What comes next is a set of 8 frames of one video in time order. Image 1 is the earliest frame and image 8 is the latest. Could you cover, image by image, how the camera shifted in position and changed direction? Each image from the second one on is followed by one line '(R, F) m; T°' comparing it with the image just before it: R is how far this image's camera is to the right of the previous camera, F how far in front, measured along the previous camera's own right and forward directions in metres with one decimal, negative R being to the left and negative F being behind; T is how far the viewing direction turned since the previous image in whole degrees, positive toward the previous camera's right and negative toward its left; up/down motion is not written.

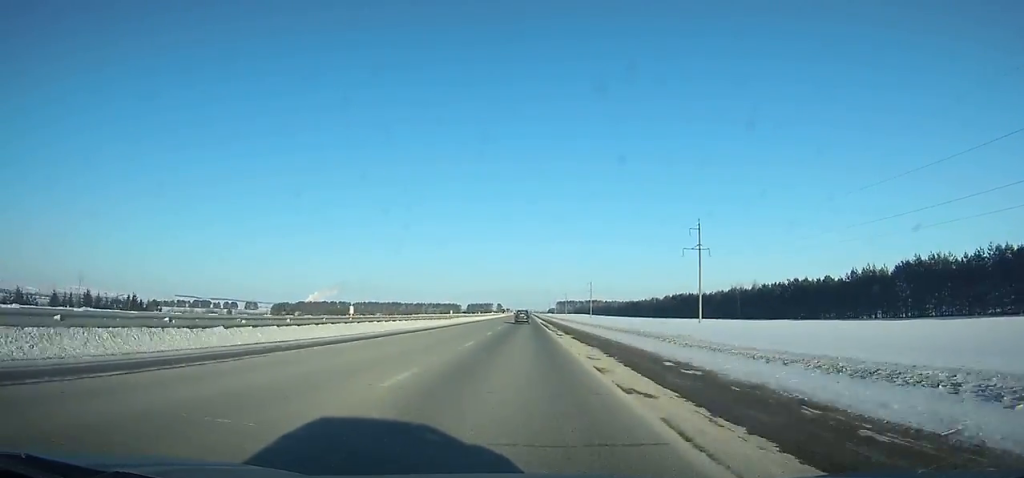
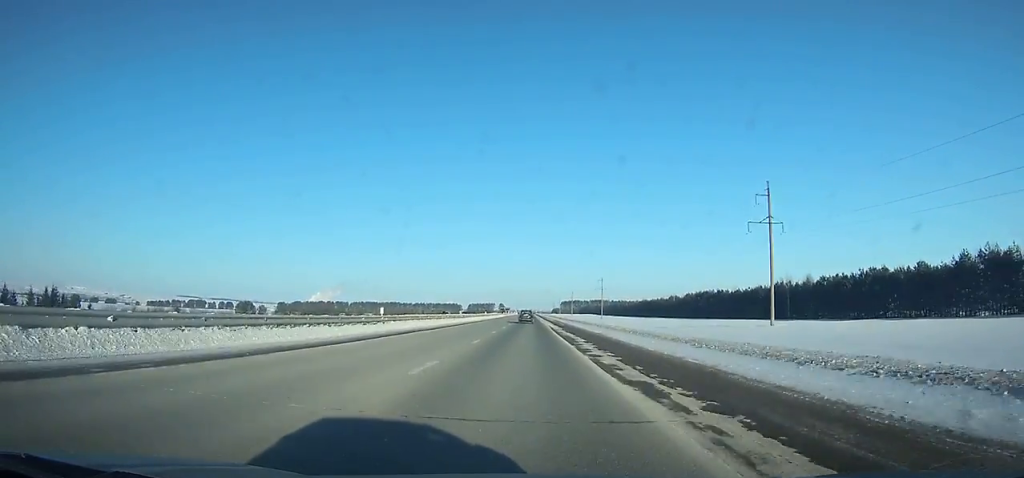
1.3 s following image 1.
(+0.2, +35.2) m; 0°
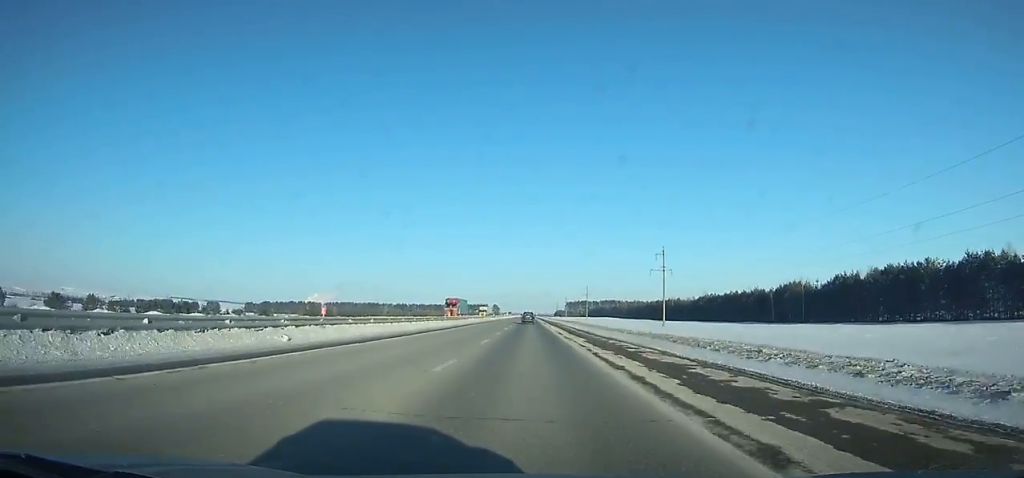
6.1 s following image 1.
(-0.2, +130.8) m; 0°
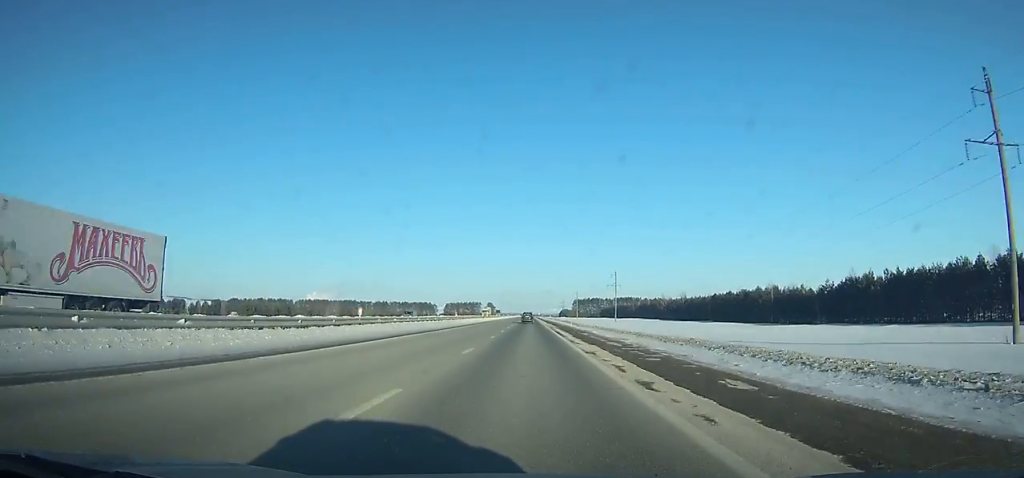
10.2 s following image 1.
(-0.2, +113.3) m; 0°
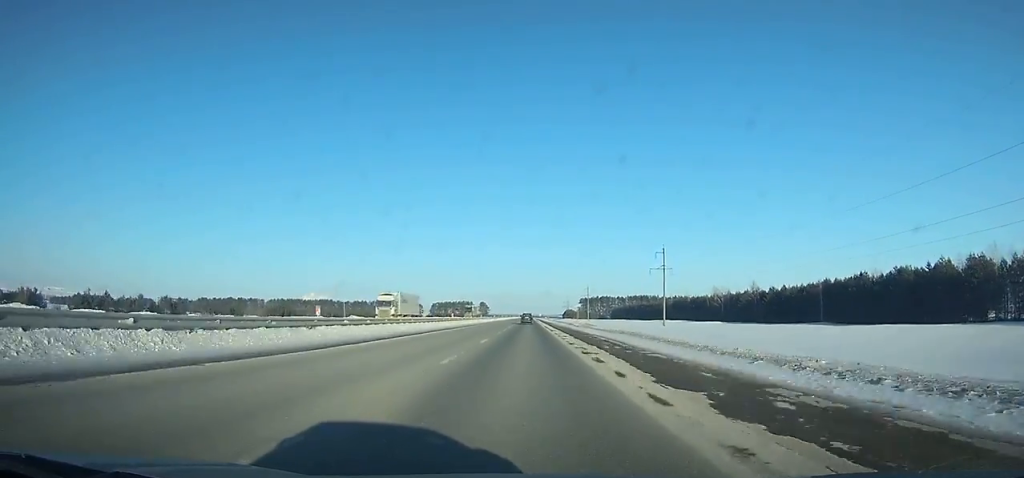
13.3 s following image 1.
(+0.1, +86.8) m; 0°
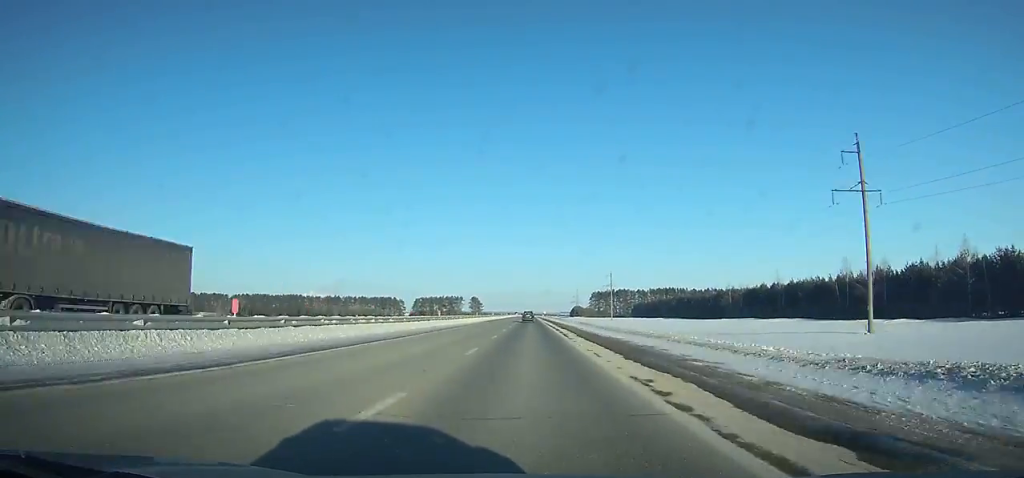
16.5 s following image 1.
(-0.2, +89.9) m; 0°
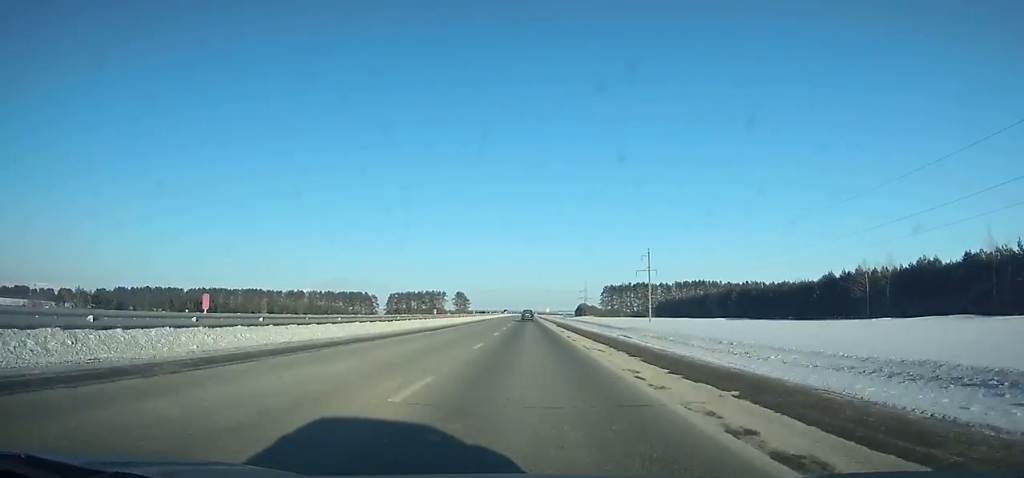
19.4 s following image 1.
(+0.2, +81.1) m; 0°
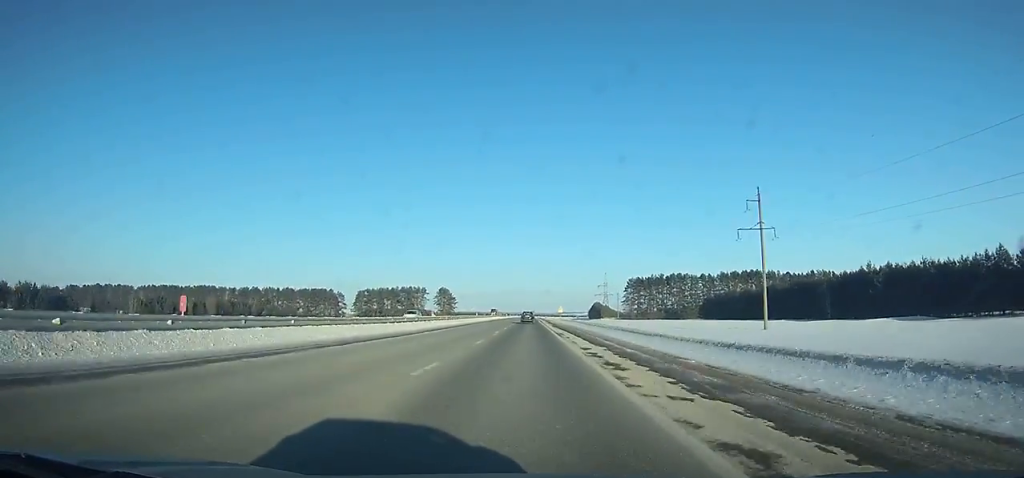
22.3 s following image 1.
(+0.3, +79.9) m; 0°
